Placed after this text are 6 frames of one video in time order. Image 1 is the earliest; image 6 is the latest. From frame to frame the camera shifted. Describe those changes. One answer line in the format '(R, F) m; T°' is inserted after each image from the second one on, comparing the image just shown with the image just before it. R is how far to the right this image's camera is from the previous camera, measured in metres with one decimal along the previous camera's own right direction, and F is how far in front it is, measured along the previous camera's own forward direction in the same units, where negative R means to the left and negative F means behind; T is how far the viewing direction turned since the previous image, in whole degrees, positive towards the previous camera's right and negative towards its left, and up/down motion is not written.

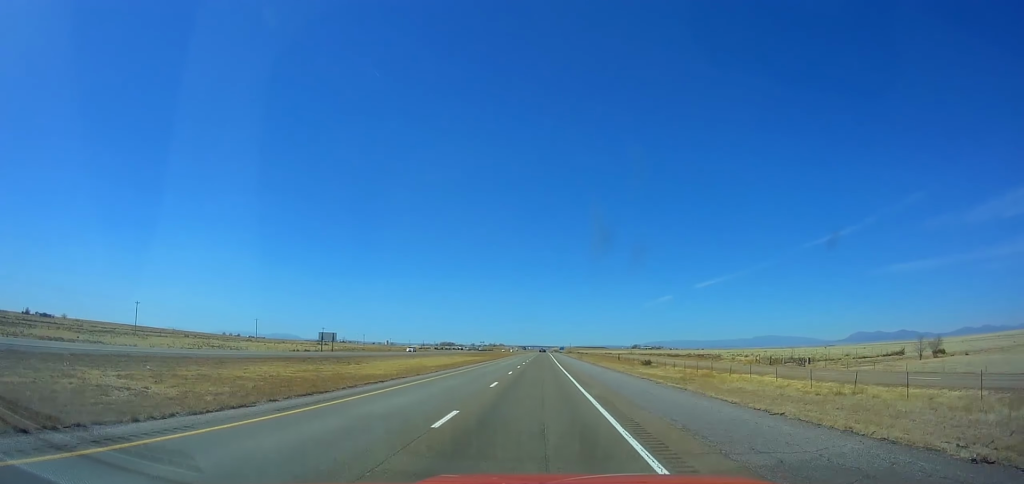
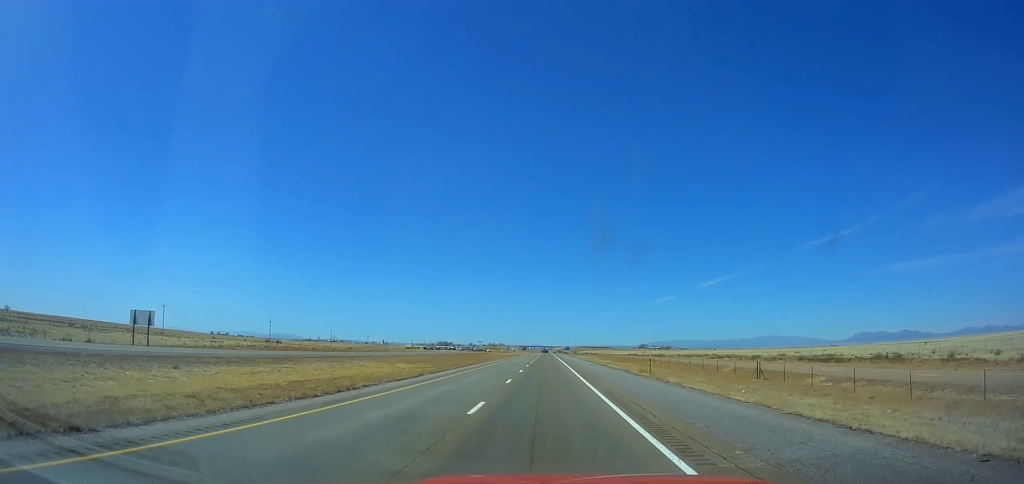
(0.0, +71.2) m; 0°
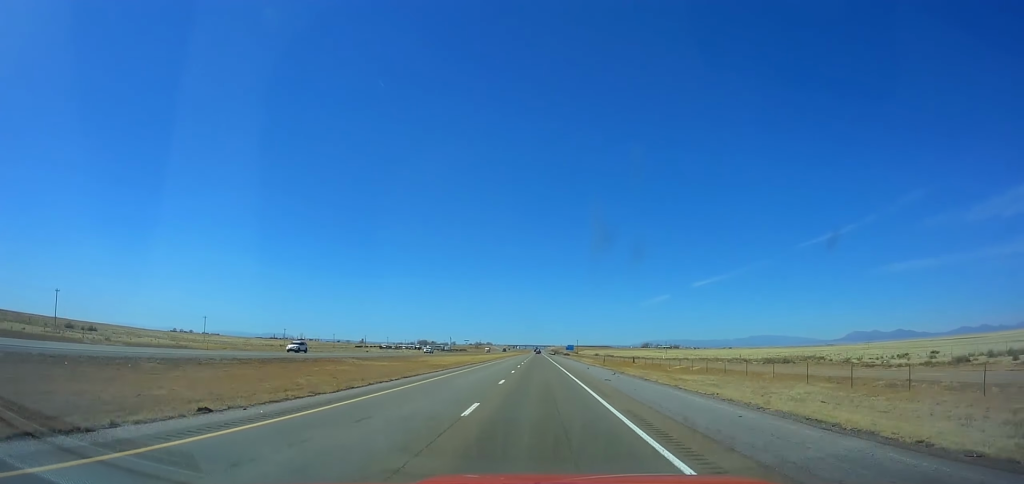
(-0.9, +135.2) m; 0°
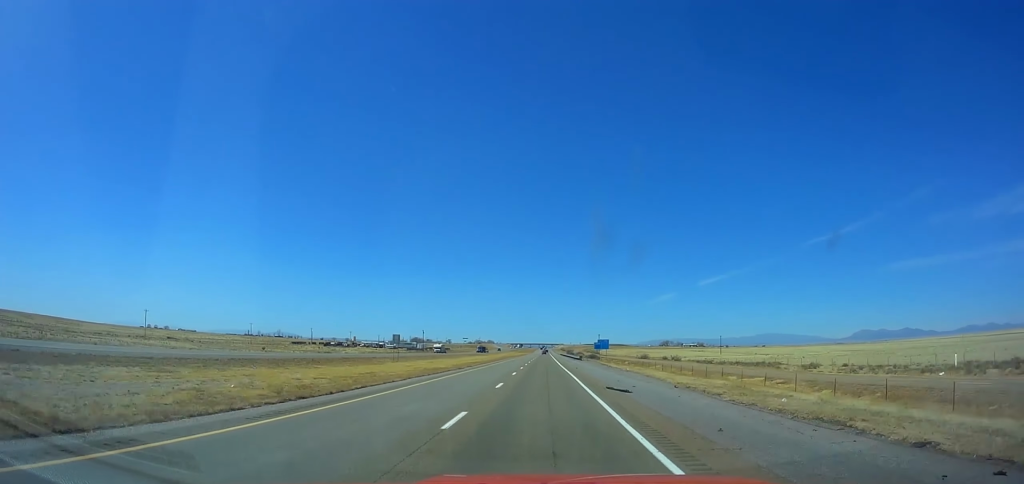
(+1.0, +124.4) m; 0°
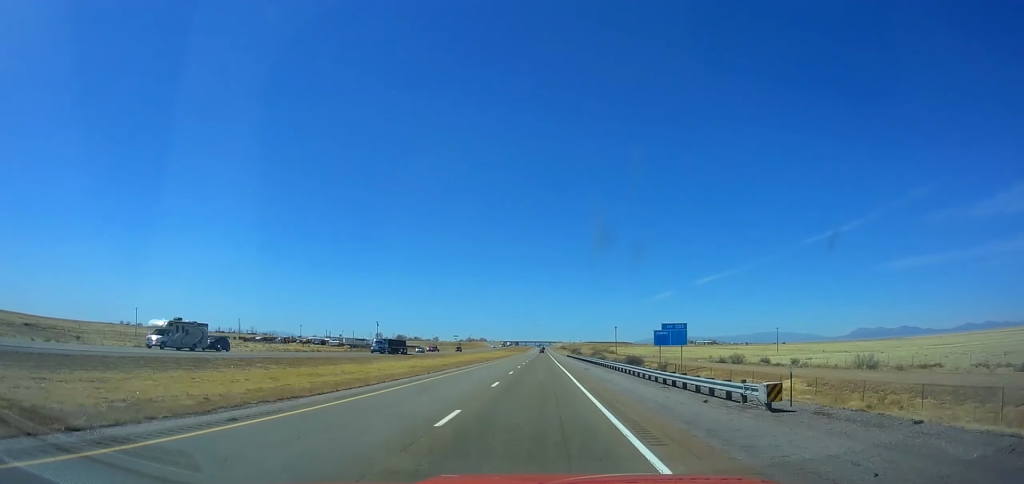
(0.0, +85.4) m; 0°
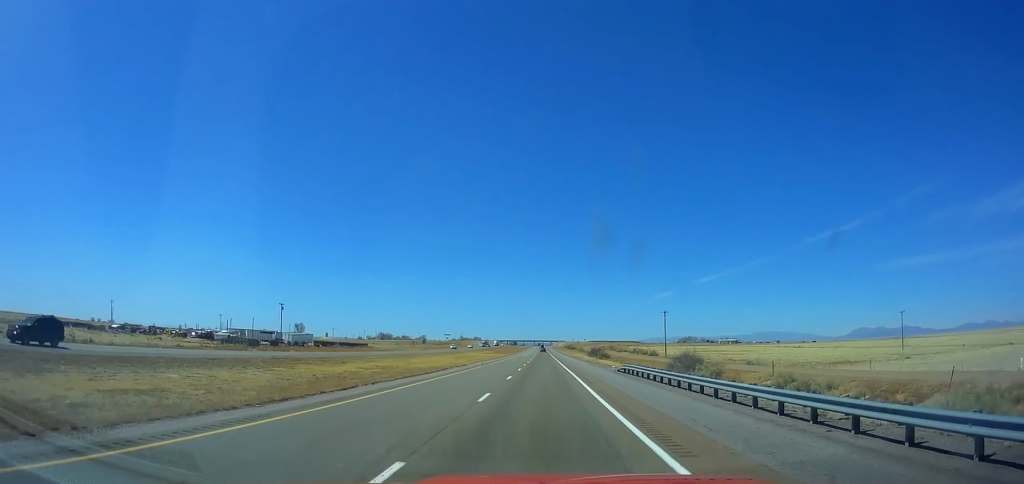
(0.0, +92.4) m; 0°
